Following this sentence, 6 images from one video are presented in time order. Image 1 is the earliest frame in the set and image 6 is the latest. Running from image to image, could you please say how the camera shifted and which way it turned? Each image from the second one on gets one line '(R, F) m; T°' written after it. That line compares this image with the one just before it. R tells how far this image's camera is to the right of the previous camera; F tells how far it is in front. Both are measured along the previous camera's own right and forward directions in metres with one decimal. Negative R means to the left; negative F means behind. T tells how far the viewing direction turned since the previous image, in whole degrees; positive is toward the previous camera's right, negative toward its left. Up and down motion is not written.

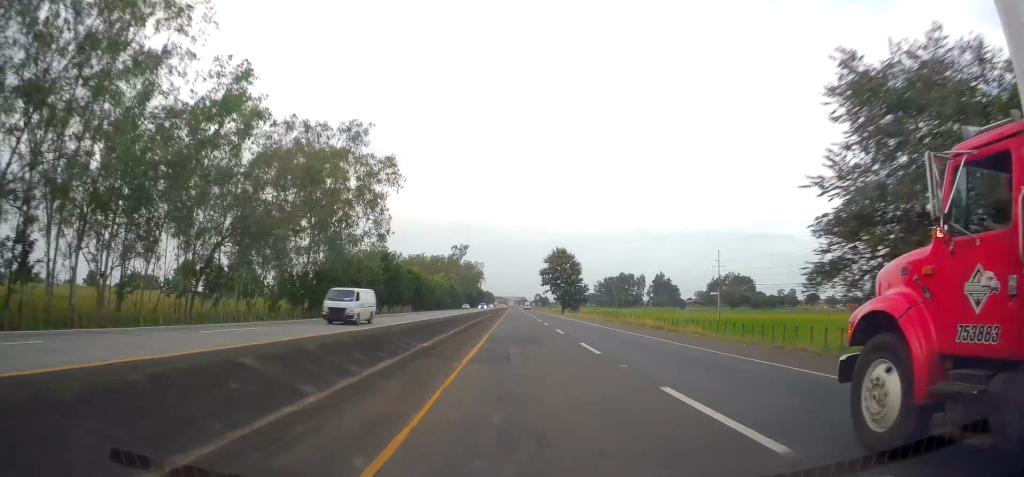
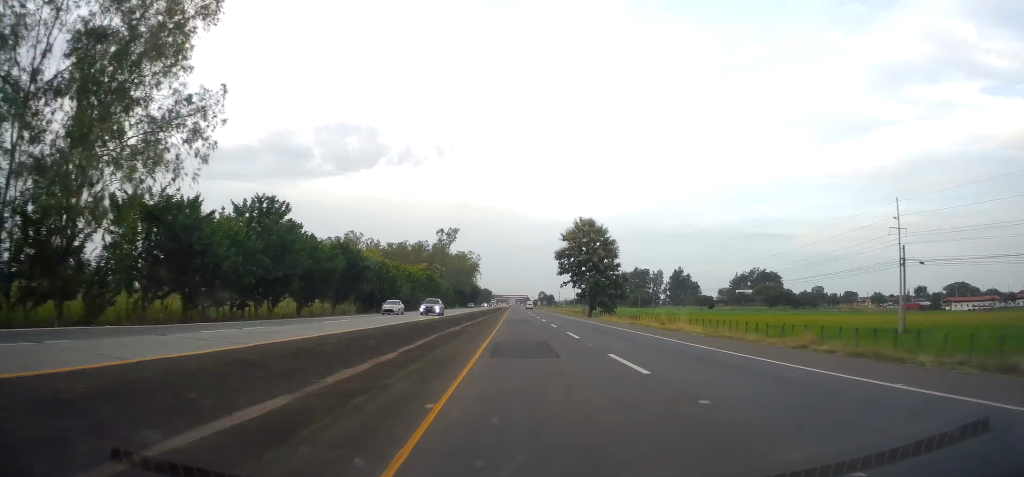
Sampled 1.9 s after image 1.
(-0.3, +50.2) m; 0°
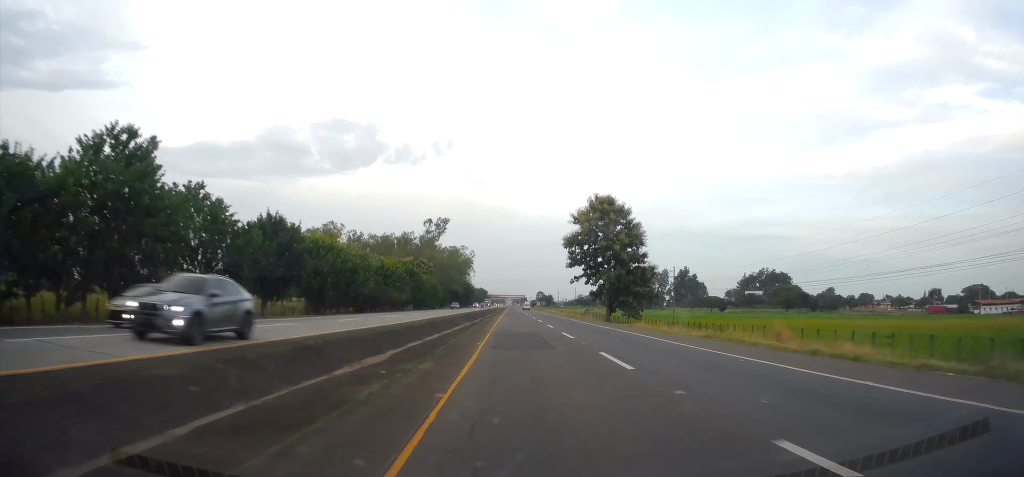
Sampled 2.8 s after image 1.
(-0.5, +21.9) m; 0°
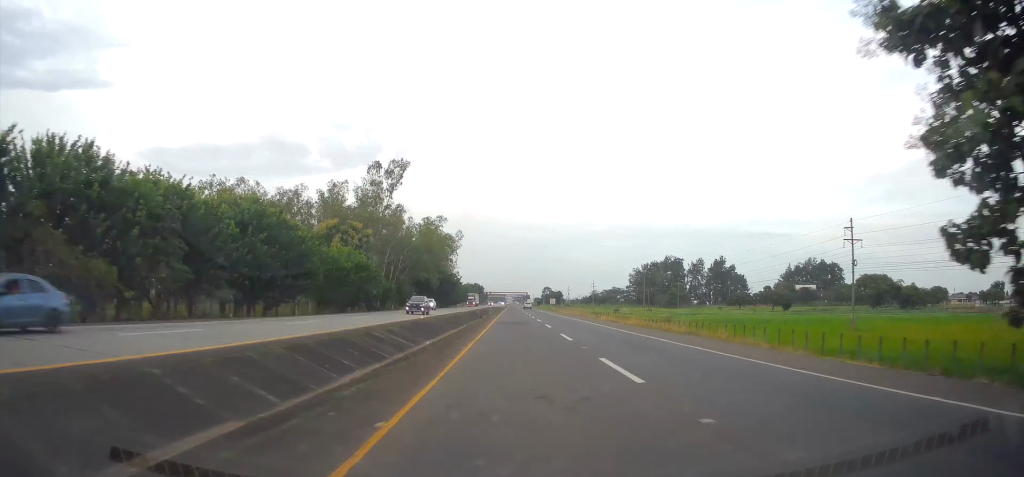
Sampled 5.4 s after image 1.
(+1.1, +70.1) m; 0°
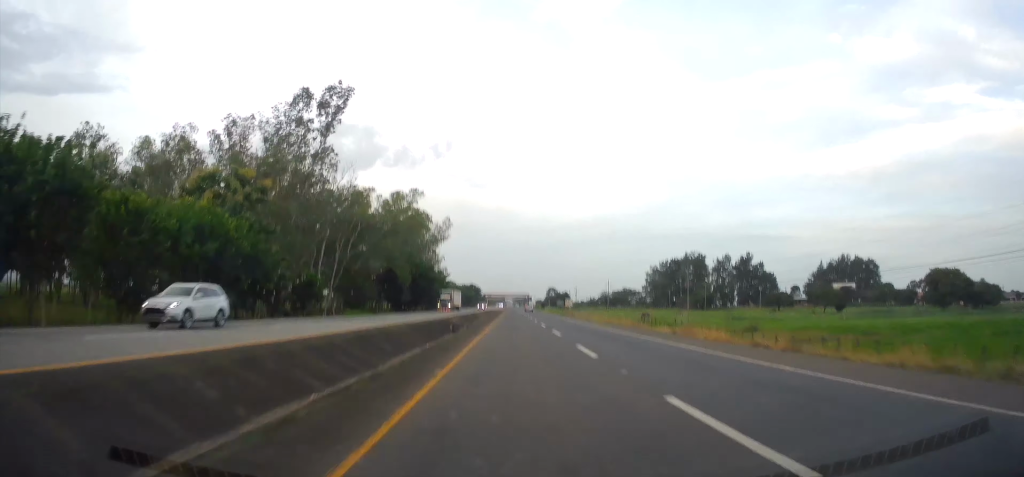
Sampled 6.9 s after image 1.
(-0.4, +39.5) m; -1°
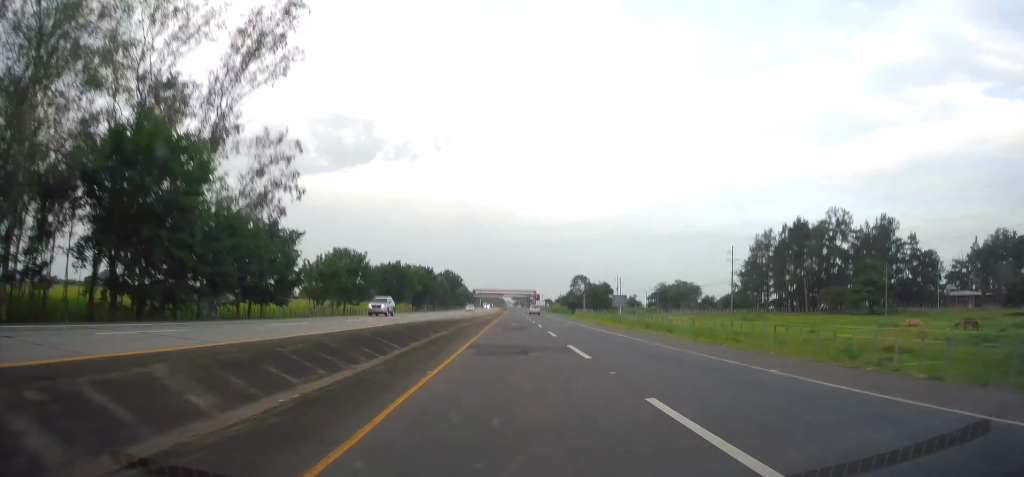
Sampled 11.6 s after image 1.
(+1.6, +123.7) m; +1°
